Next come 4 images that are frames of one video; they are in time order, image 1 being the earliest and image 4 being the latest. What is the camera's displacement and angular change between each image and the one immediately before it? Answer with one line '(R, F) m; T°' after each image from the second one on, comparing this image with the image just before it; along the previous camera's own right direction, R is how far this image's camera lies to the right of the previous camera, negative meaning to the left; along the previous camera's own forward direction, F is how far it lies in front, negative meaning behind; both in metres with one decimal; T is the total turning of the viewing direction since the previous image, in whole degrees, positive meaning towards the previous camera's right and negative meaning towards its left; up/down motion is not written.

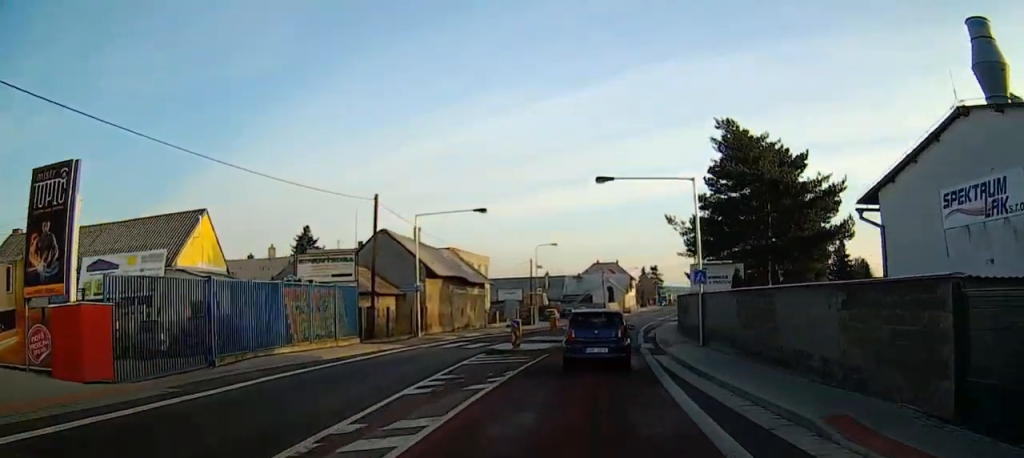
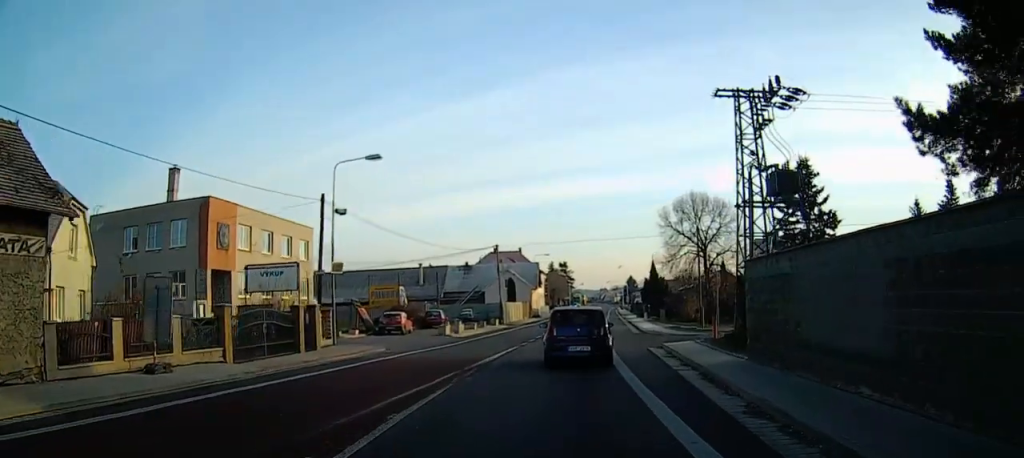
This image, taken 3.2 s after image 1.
(+0.4, +41.4) m; +8°
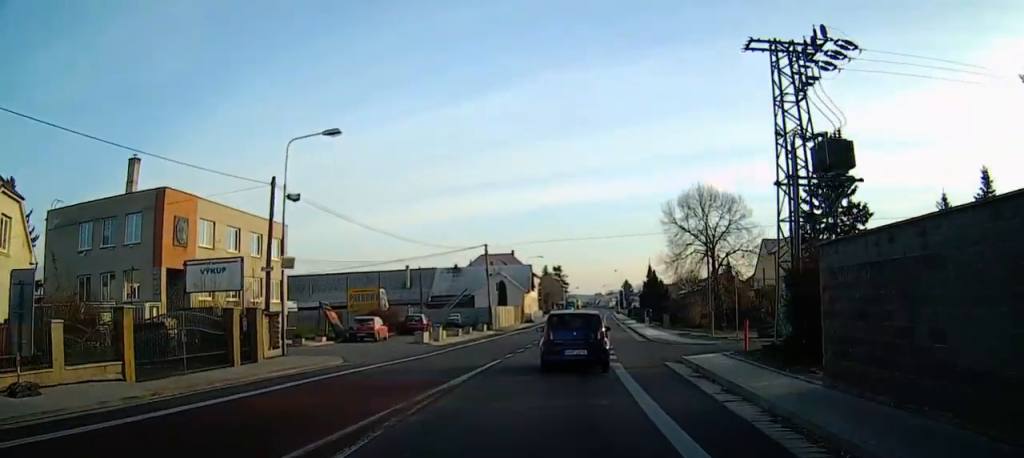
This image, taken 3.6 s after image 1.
(+0.1, +5.1) m; +4°
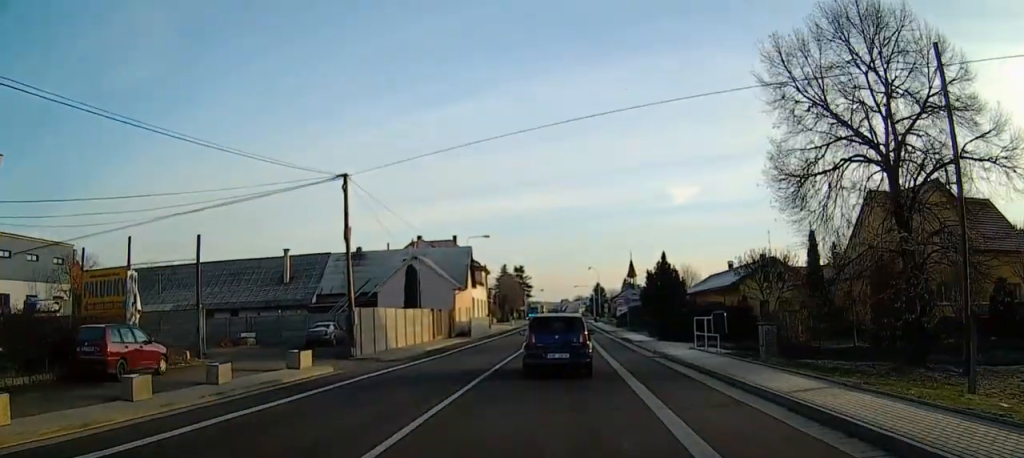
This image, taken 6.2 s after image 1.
(-1.9, +32.6) m; -2°
